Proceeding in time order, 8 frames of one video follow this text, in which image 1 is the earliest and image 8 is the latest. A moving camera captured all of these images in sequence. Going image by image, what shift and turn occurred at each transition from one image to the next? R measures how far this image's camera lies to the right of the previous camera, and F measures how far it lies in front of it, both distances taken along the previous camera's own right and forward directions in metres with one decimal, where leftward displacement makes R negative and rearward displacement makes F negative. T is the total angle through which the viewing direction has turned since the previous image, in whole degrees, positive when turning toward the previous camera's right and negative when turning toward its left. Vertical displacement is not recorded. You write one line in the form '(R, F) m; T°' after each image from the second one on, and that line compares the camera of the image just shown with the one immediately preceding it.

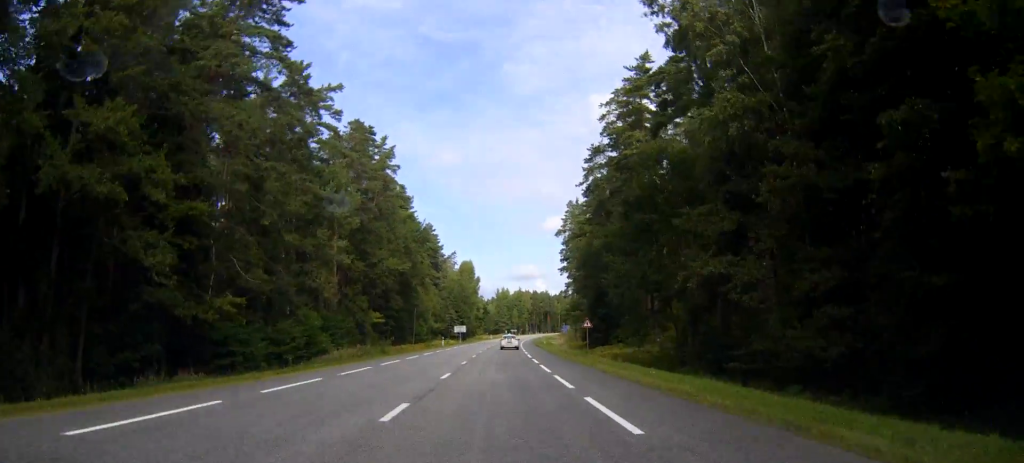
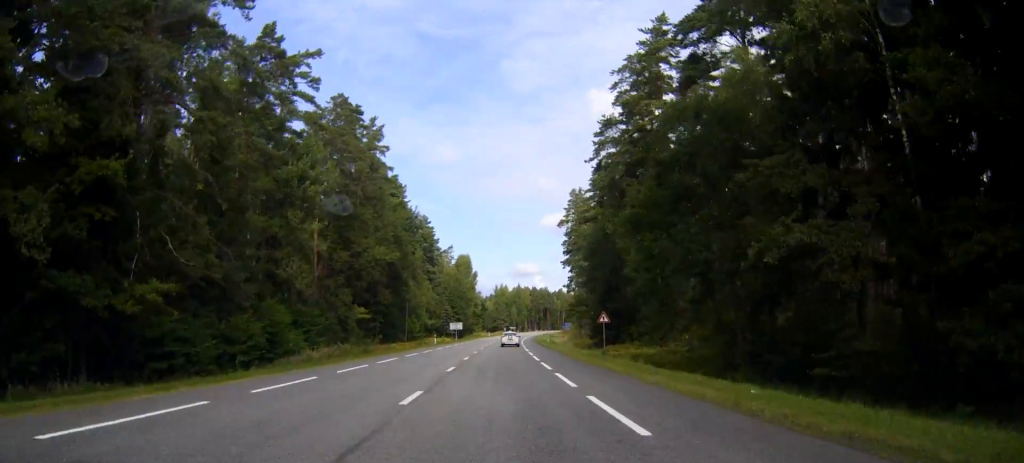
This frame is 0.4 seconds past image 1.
(0.0, +10.5) m; 0°
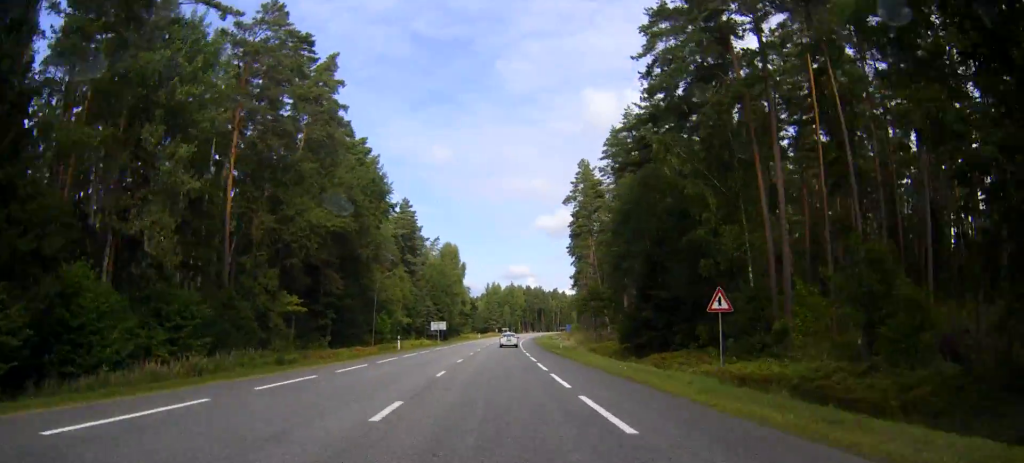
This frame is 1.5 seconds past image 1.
(0.0, +28.0) m; +1°
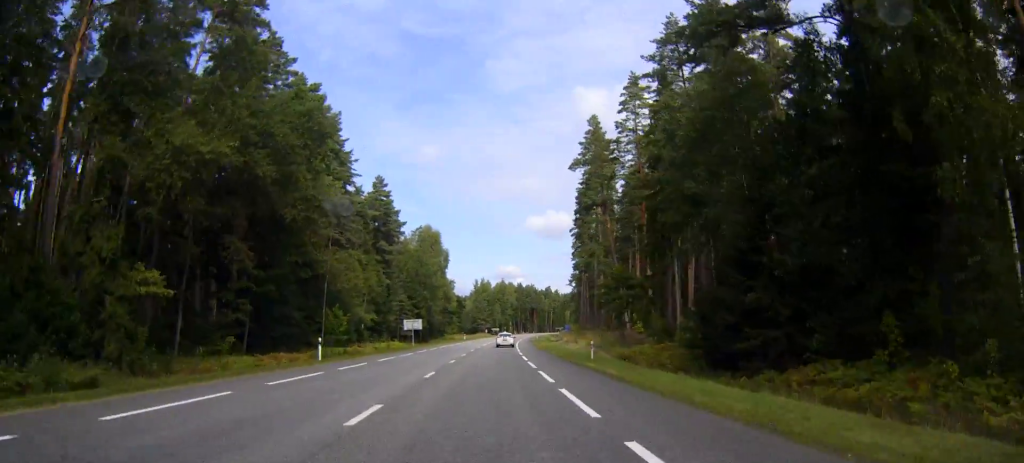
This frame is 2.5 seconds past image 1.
(+0.2, +26.0) m; +1°
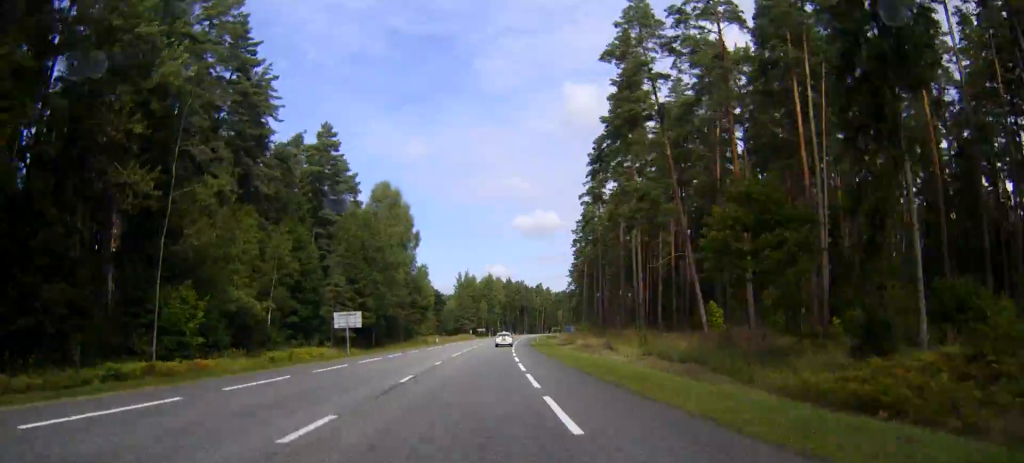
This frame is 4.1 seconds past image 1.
(+2.1, +38.4) m; +5°
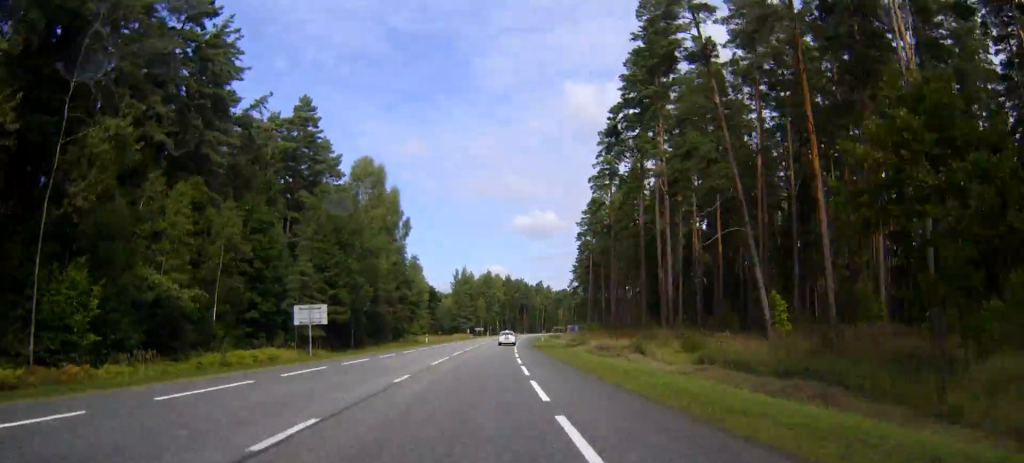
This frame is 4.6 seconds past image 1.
(0.0, +12.9) m; 0°
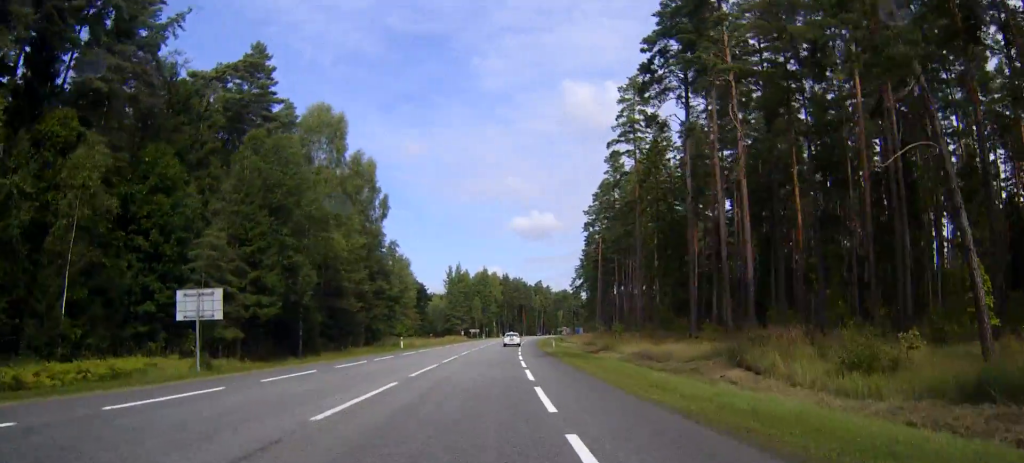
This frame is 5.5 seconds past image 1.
(-0.7, +20.2) m; -1°
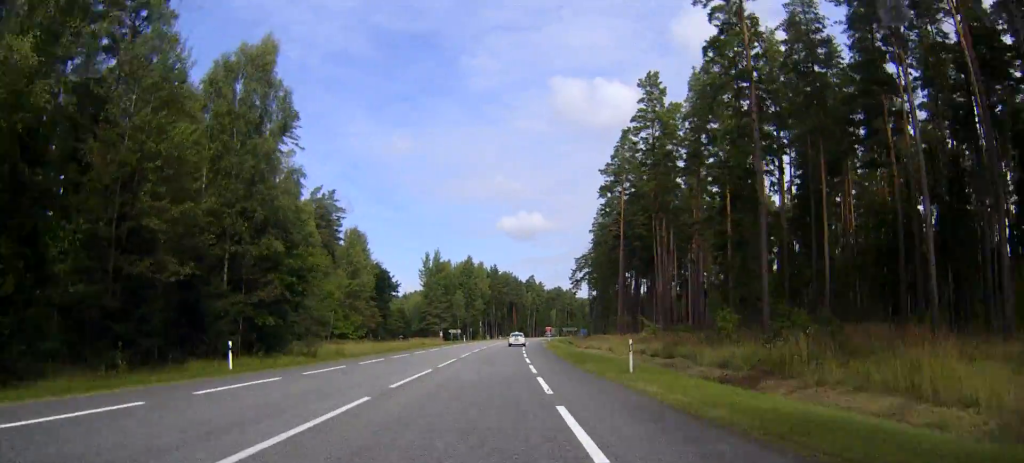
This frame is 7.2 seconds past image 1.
(-0.3, +41.7) m; +1°
